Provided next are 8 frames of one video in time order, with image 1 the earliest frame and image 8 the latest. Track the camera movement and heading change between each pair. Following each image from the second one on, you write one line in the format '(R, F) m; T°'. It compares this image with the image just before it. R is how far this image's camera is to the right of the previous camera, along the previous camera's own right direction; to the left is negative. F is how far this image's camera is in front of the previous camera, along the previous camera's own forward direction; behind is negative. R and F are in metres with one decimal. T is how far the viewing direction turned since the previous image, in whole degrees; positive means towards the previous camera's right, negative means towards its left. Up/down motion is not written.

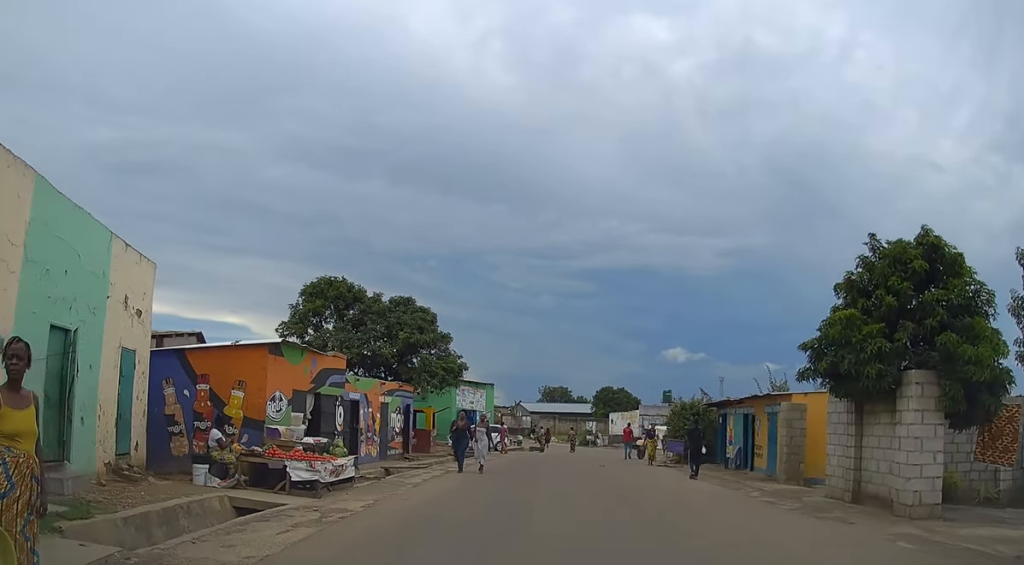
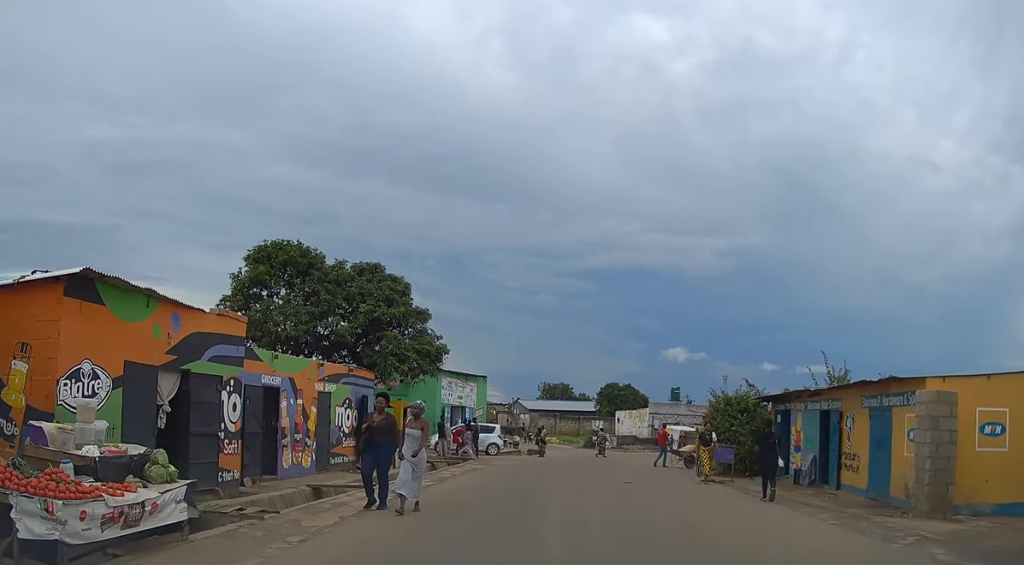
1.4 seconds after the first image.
(-0.1, +7.1) m; -1°
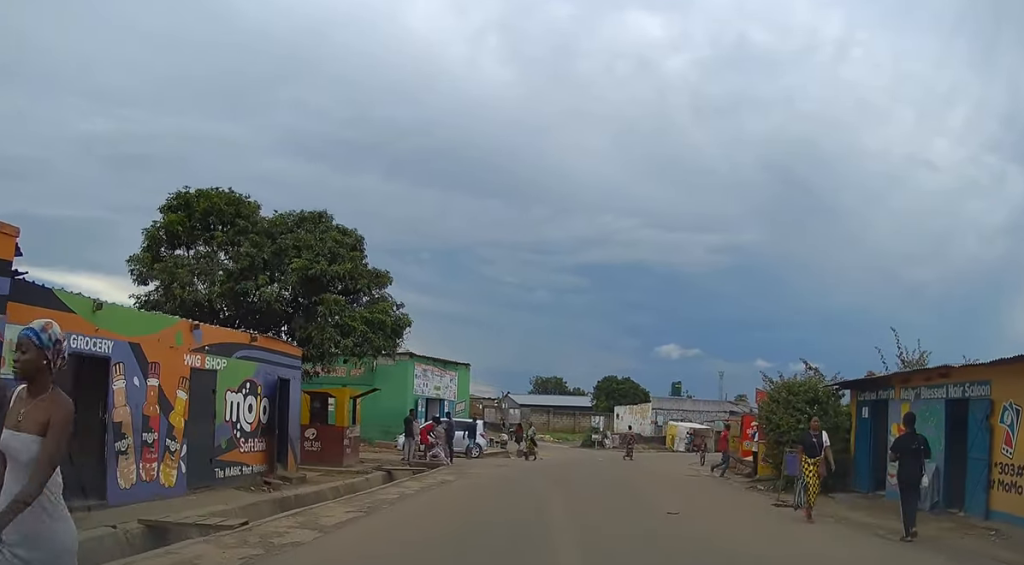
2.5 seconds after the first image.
(+0.1, +6.3) m; 0°
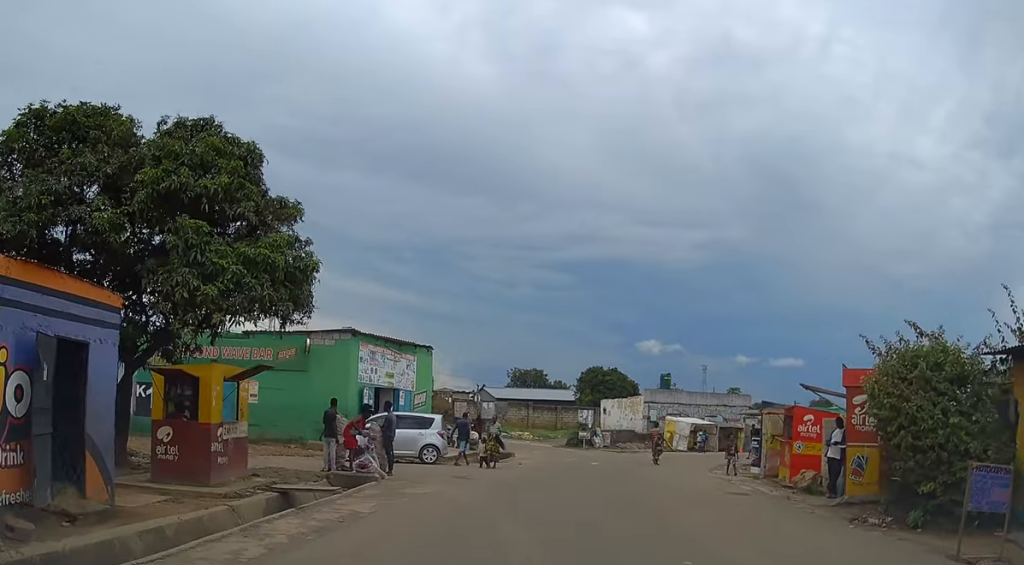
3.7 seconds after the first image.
(0.0, +6.8) m; +2°
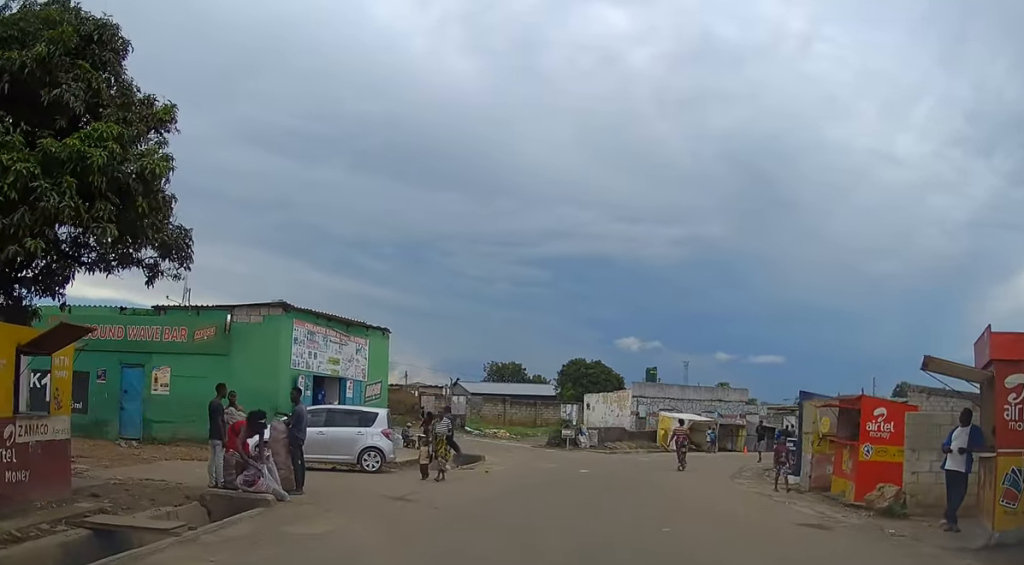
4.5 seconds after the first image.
(+0.1, +5.2) m; +2°
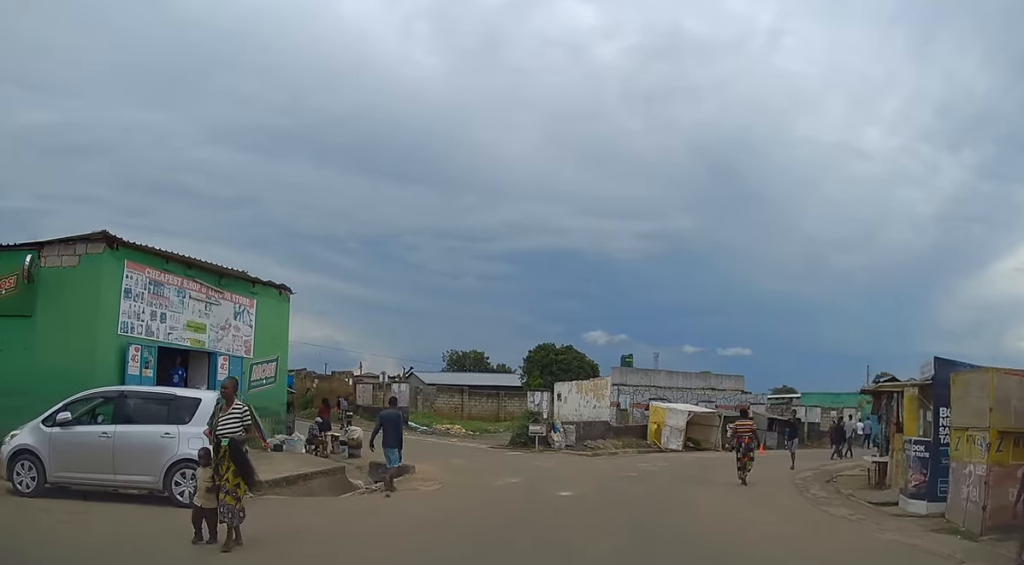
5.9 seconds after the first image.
(+0.2, +8.0) m; +2°
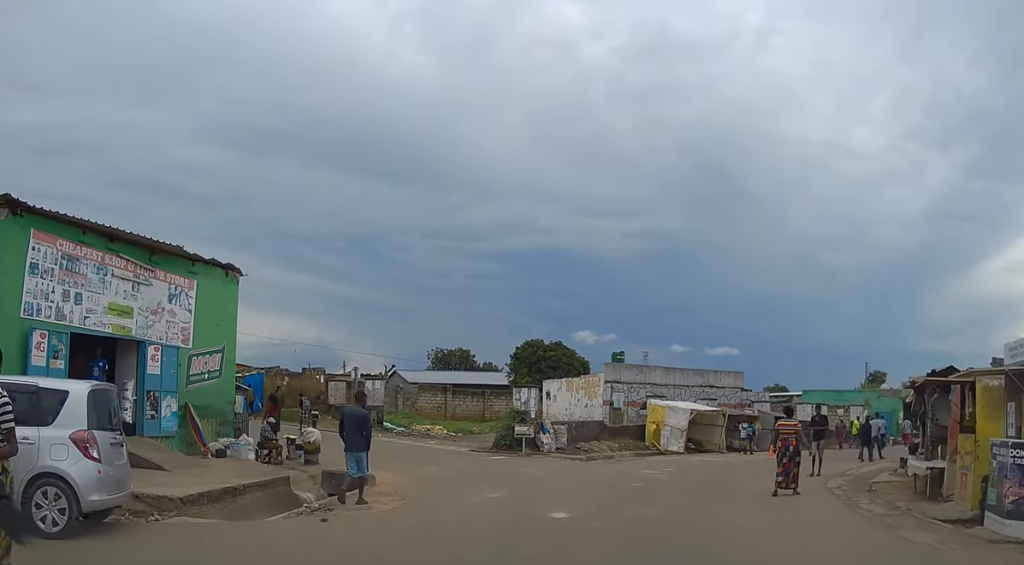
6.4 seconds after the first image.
(0.0, +2.9) m; +1°
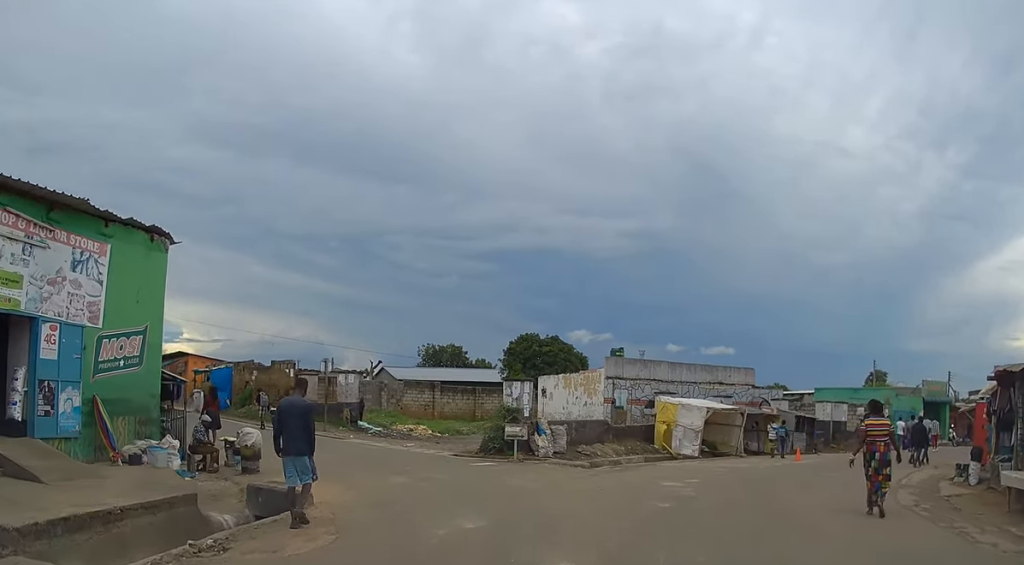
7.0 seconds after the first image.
(0.0, +3.5) m; -1°
